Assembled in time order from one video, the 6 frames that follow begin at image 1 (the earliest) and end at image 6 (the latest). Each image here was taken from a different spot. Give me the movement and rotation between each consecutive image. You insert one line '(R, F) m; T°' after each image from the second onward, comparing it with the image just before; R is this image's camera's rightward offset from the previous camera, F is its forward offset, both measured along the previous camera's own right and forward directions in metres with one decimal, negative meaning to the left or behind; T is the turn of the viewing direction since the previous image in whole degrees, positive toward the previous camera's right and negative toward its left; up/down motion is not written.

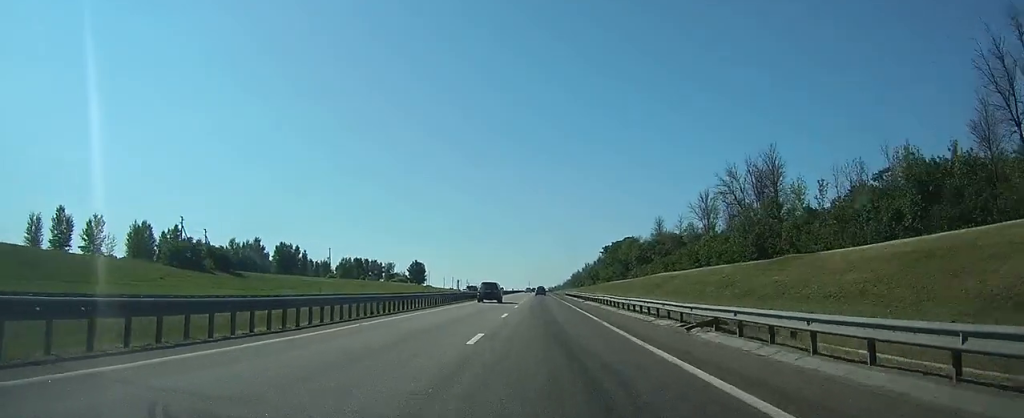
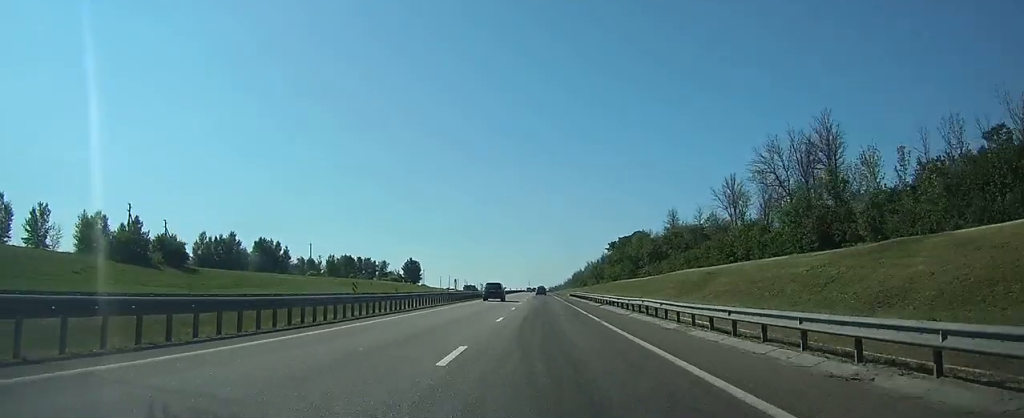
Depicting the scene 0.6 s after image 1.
(0.0, +17.9) m; 0°
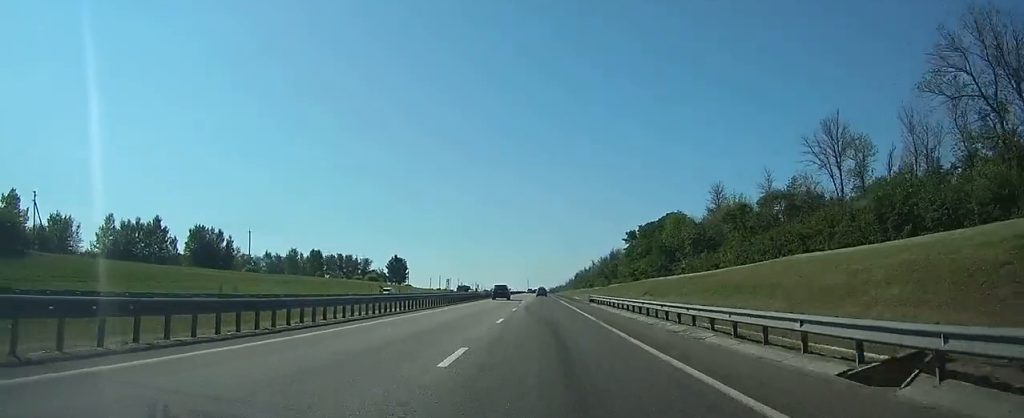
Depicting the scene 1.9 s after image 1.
(-0.1, +40.0) m; 0°
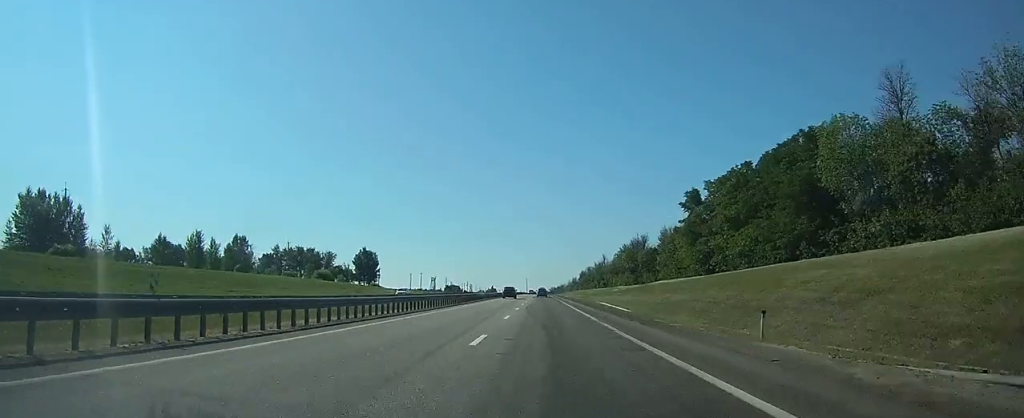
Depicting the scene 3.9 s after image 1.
(0.0, +58.7) m; 0°
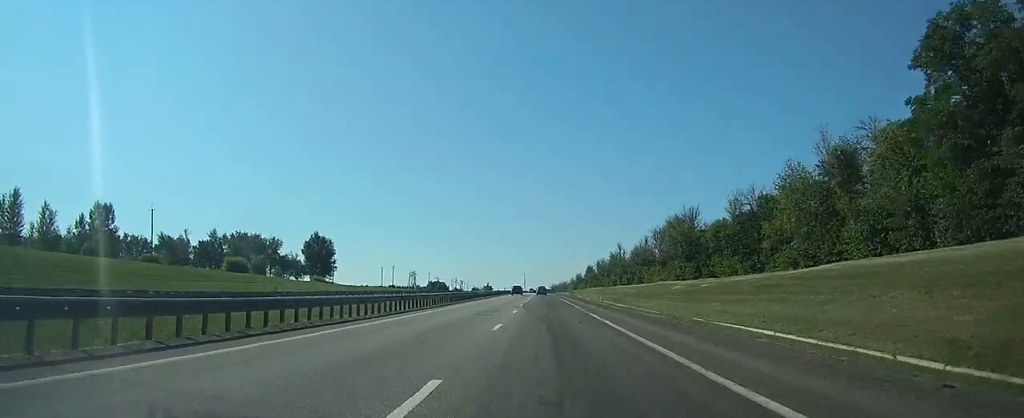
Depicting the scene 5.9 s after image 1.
(+0.1, +55.8) m; 0°
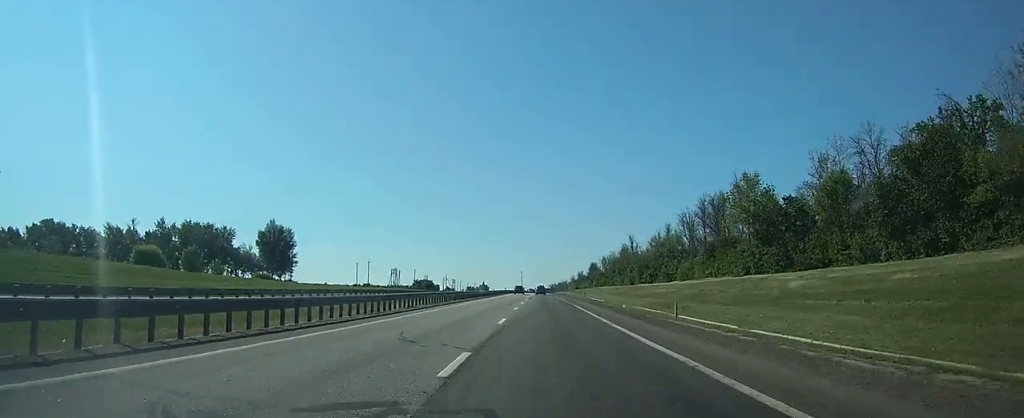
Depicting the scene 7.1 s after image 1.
(+0.1, +32.5) m; 0°
